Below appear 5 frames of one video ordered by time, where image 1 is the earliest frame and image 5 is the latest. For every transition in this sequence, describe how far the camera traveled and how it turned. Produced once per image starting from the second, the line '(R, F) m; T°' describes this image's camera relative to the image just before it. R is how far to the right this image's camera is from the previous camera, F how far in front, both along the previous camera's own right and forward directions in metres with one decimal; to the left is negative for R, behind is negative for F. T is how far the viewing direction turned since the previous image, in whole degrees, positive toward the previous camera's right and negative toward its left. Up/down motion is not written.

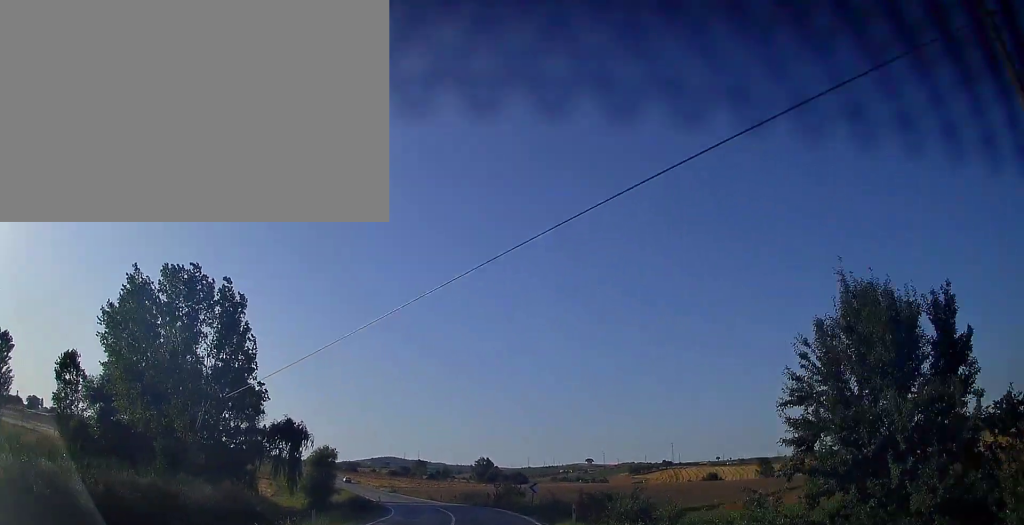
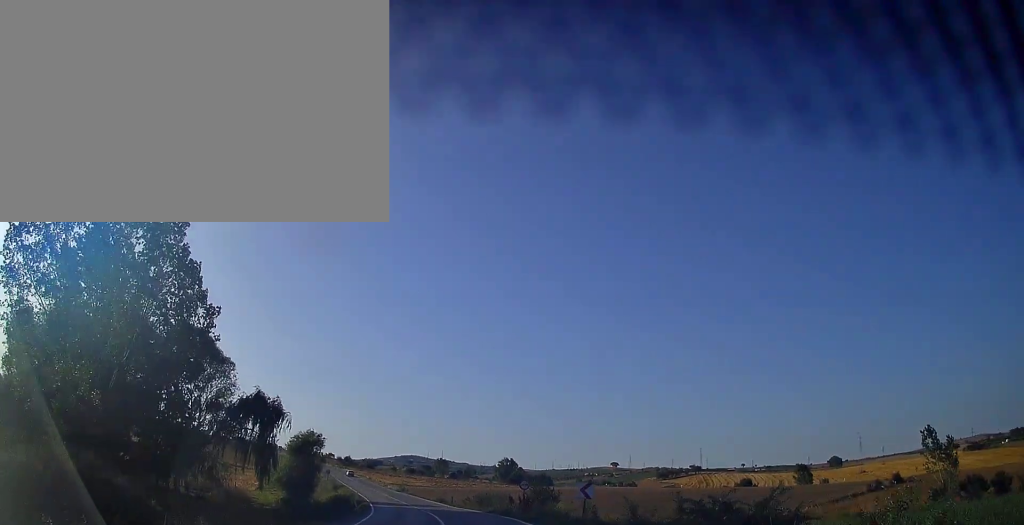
(-0.1, +14.5) m; -2°
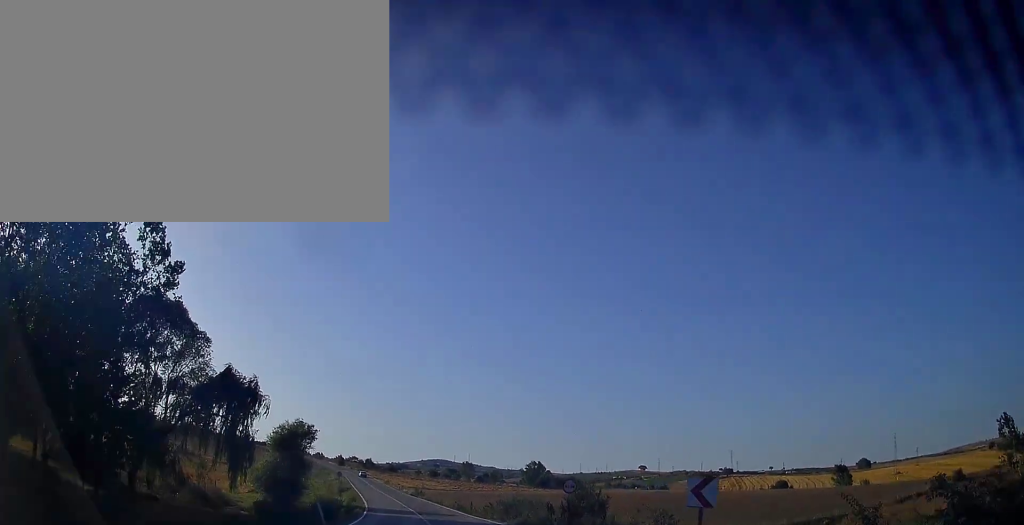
(-0.2, +10.7) m; -2°
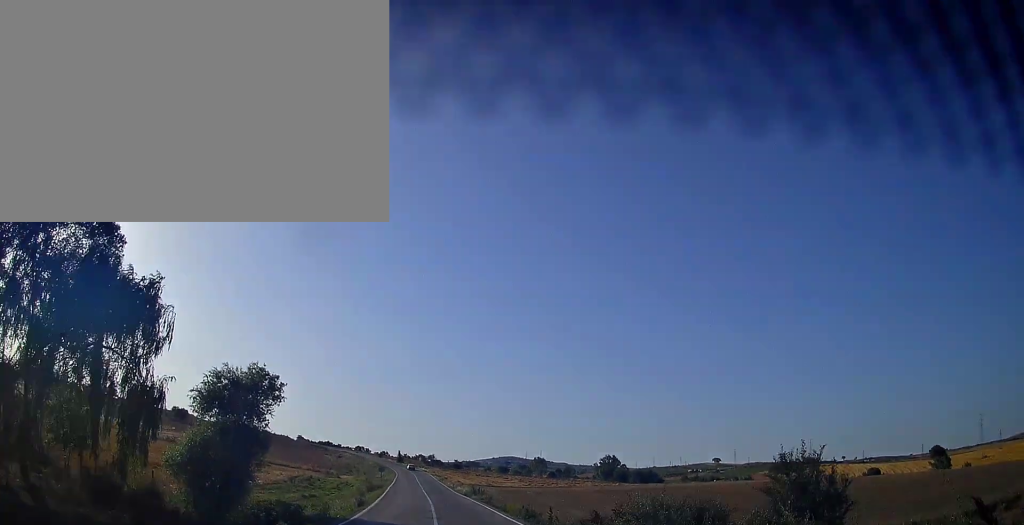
(-0.7, +20.8) m; -5°
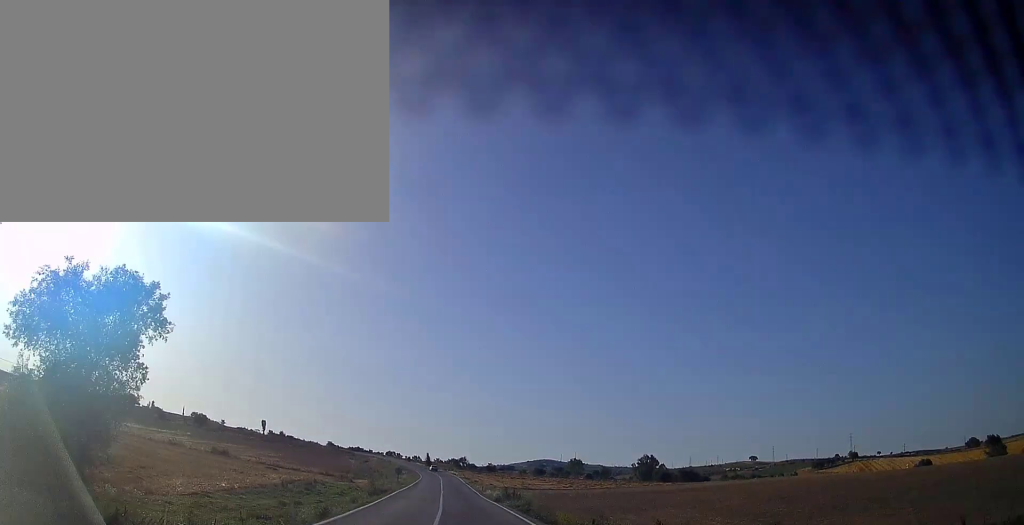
(-0.4, +12.7) m; -3°
